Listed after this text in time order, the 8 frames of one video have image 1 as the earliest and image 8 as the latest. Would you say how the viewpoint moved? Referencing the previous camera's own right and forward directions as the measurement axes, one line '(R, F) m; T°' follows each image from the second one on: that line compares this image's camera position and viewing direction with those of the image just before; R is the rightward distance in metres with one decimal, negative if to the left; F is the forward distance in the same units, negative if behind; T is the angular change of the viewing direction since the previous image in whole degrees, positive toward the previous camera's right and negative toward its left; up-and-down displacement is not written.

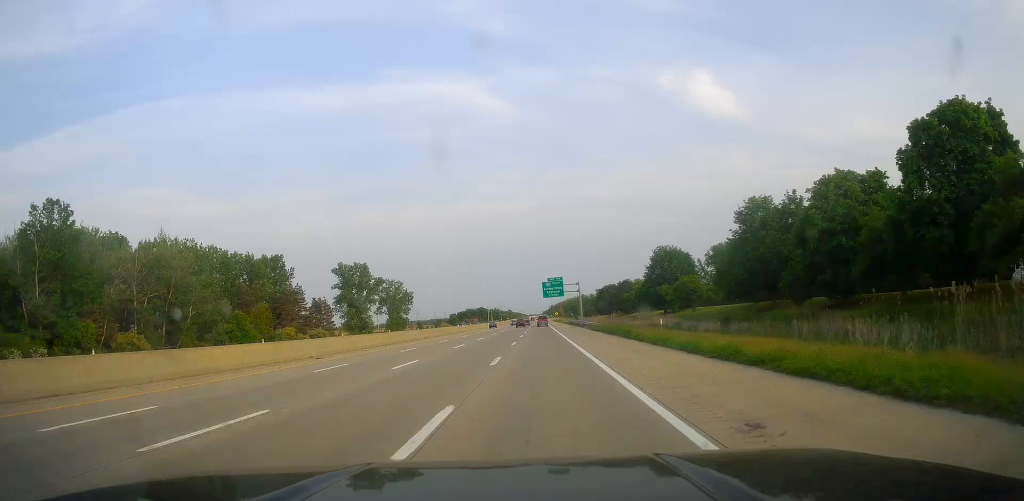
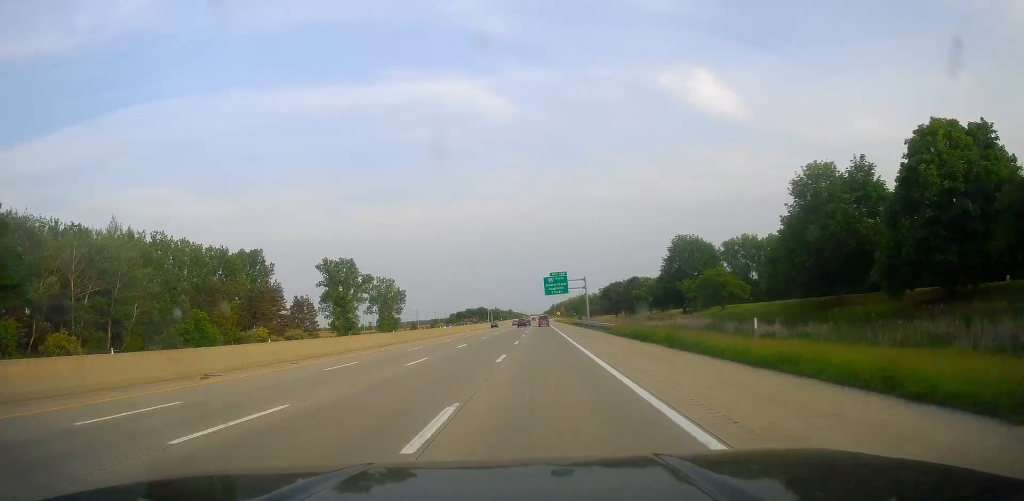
(0.0, +14.2) m; 0°
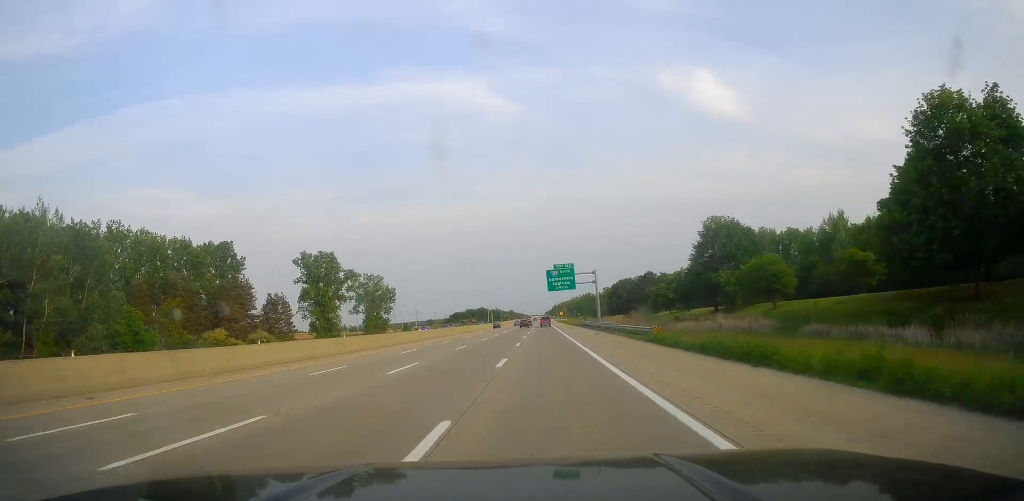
(-0.1, +17.6) m; -1°
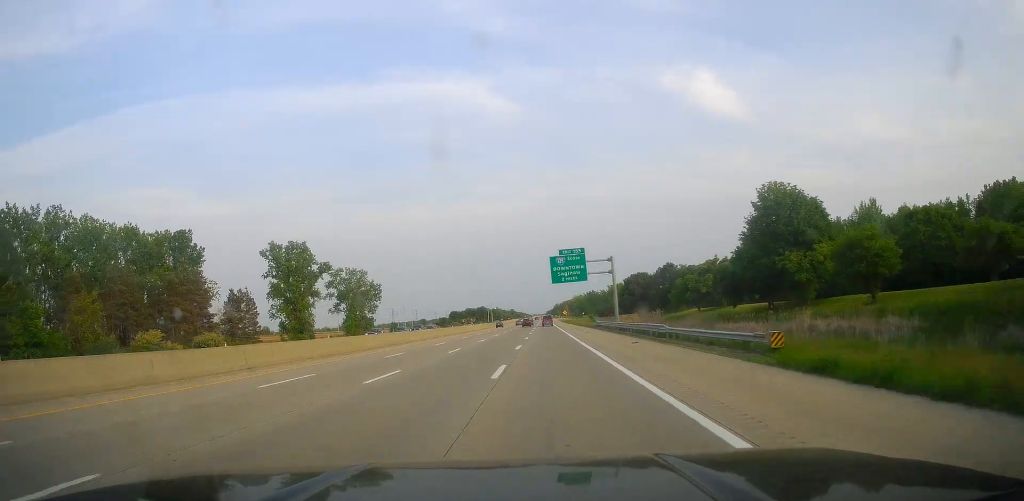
(-0.1, +19.7) m; 0°
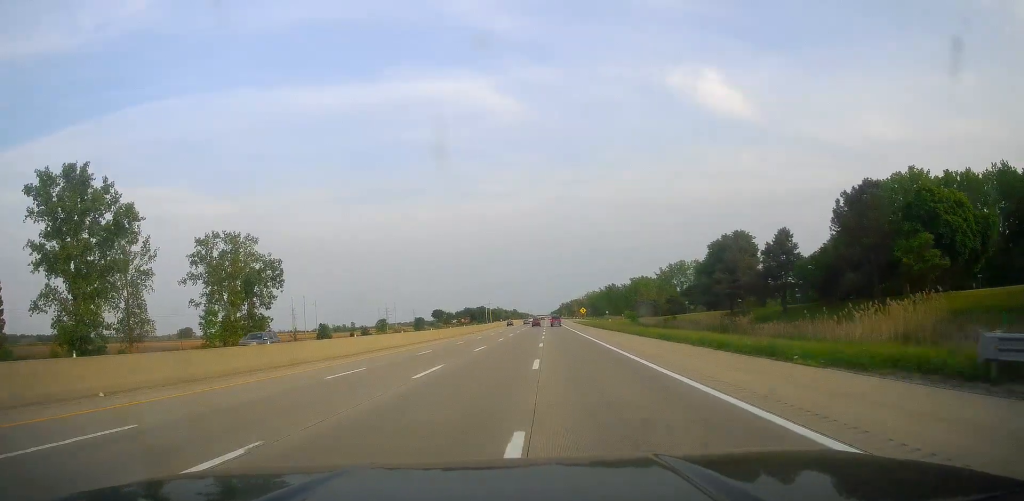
(+0.2, +73.4) m; 0°
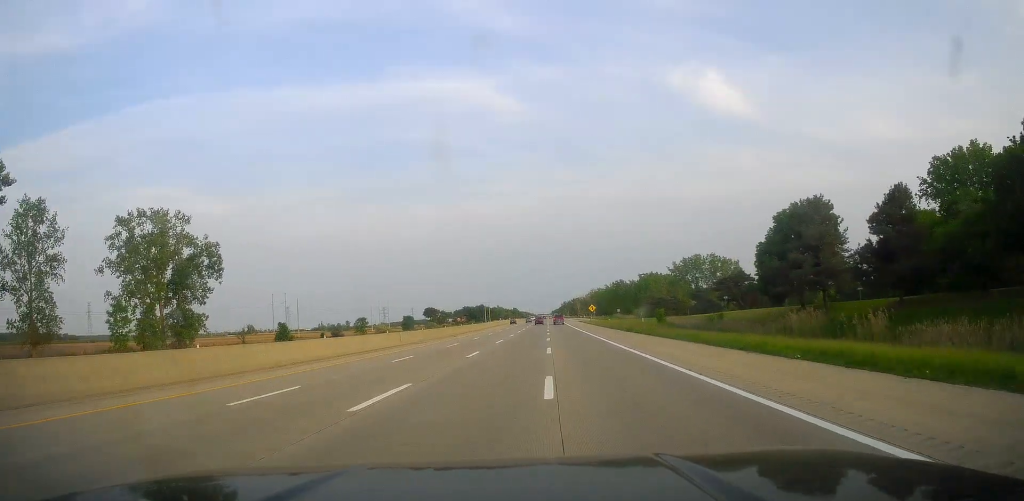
(-0.3, +23.0) m; 0°
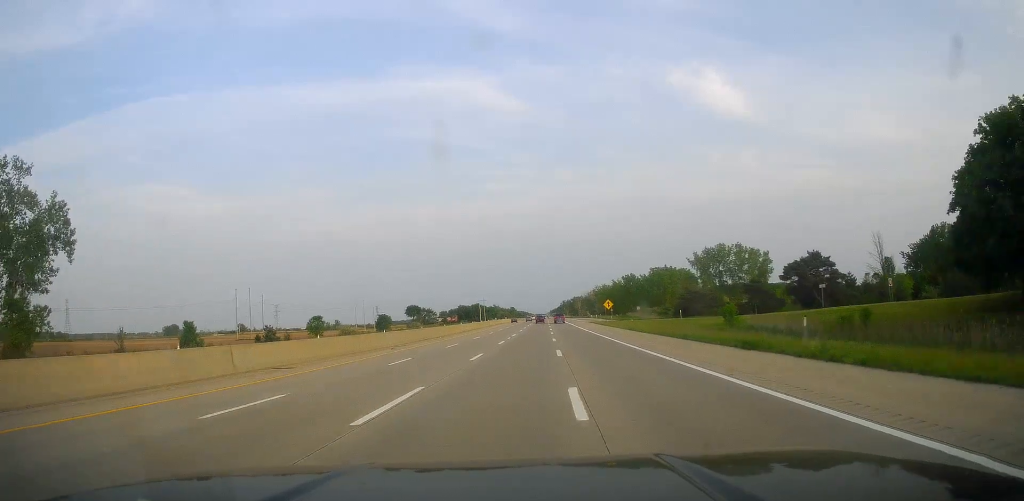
(+0.1, +32.9) m; 0°
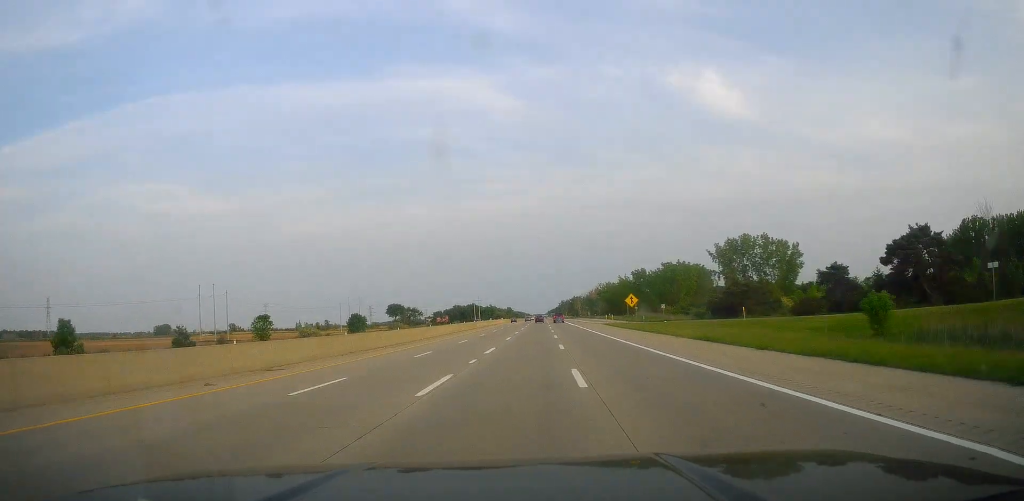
(0.0, +26.2) m; 0°
